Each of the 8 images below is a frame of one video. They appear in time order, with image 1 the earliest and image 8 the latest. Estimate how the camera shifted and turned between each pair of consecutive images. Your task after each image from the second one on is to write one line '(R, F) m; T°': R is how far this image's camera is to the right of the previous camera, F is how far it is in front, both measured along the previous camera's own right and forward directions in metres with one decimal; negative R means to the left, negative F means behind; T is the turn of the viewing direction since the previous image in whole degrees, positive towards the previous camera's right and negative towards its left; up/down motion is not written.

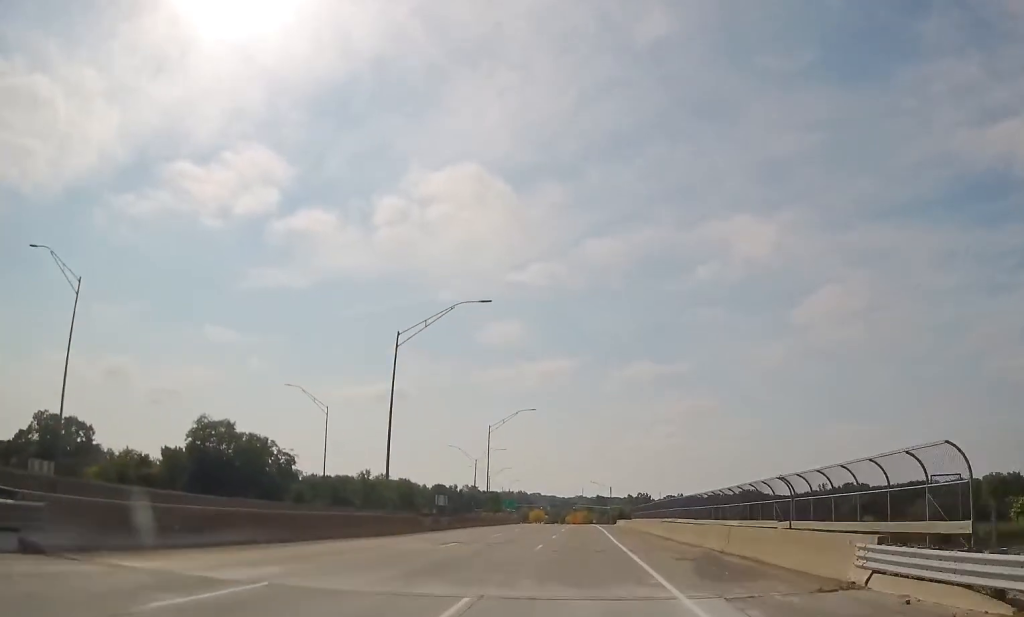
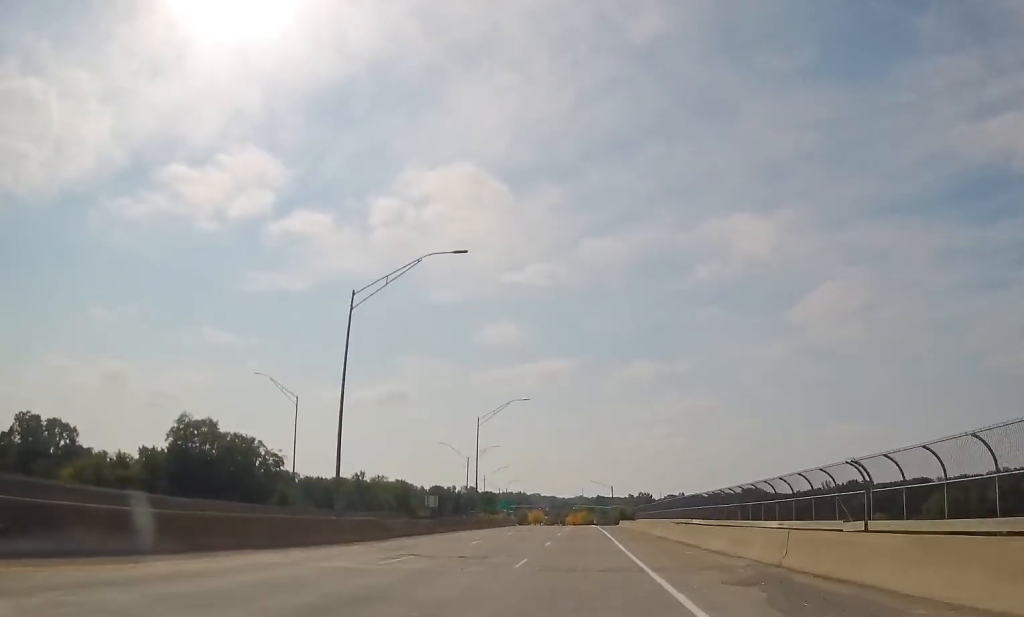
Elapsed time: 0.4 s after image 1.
(-0.1, +8.3) m; 0°
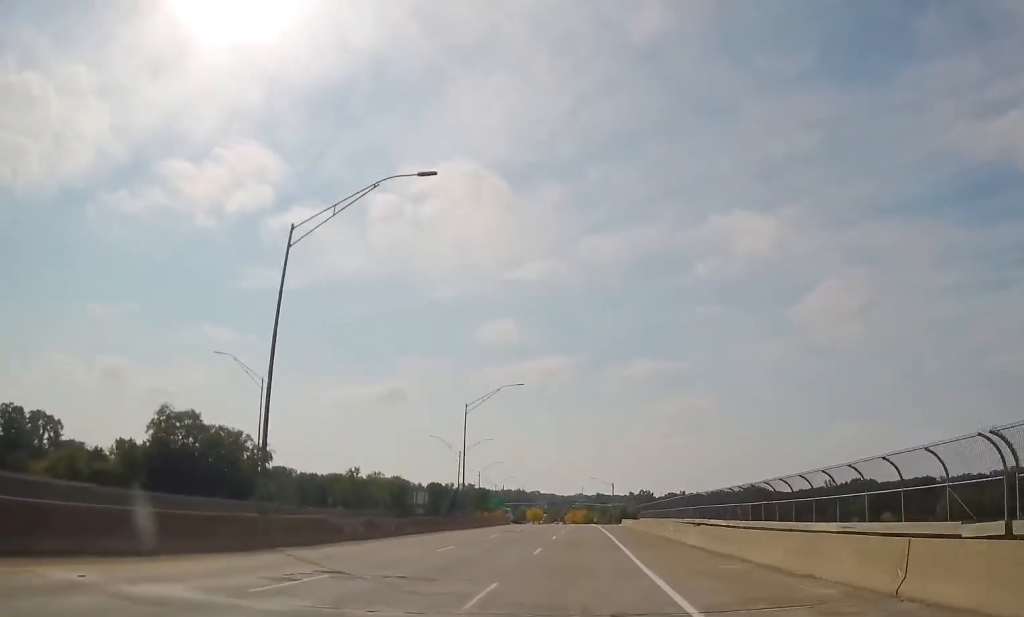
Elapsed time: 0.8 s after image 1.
(-0.1, +7.9) m; 0°
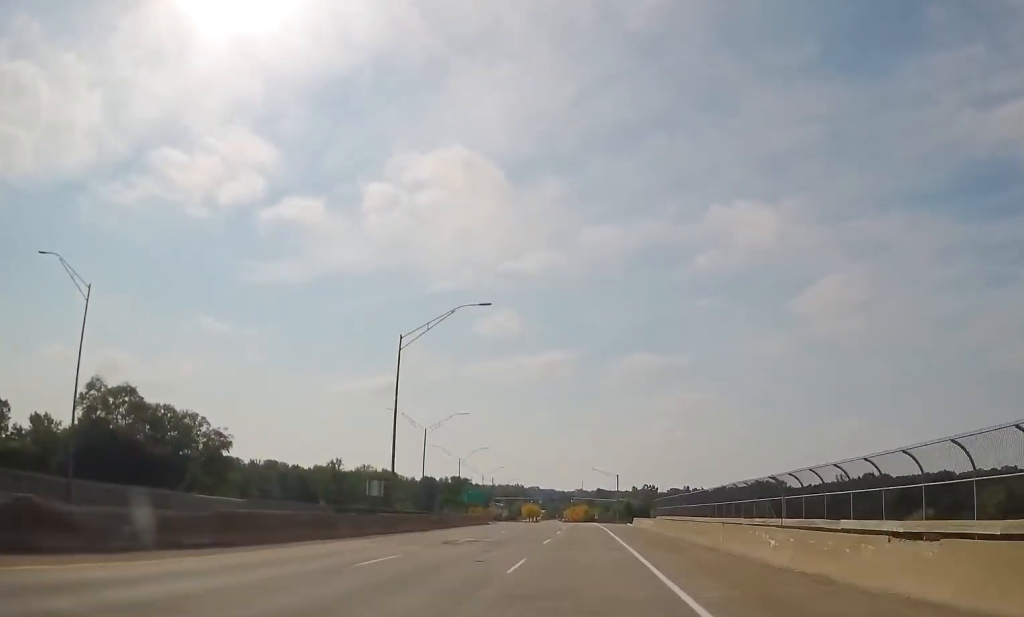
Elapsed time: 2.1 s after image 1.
(-0.1, +24.6) m; +1°
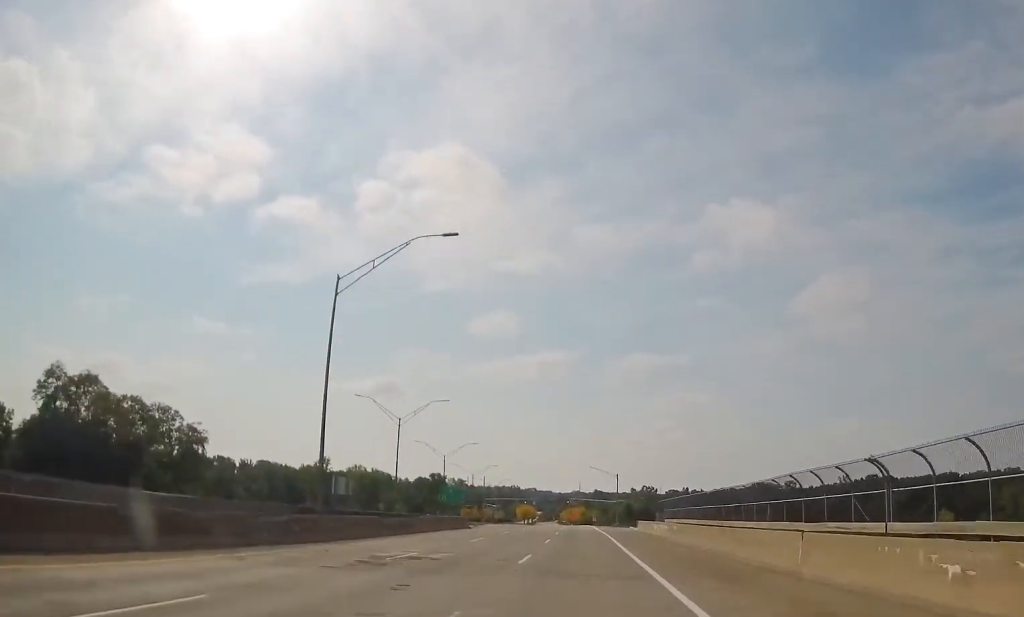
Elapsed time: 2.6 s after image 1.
(+0.2, +11.2) m; 0°
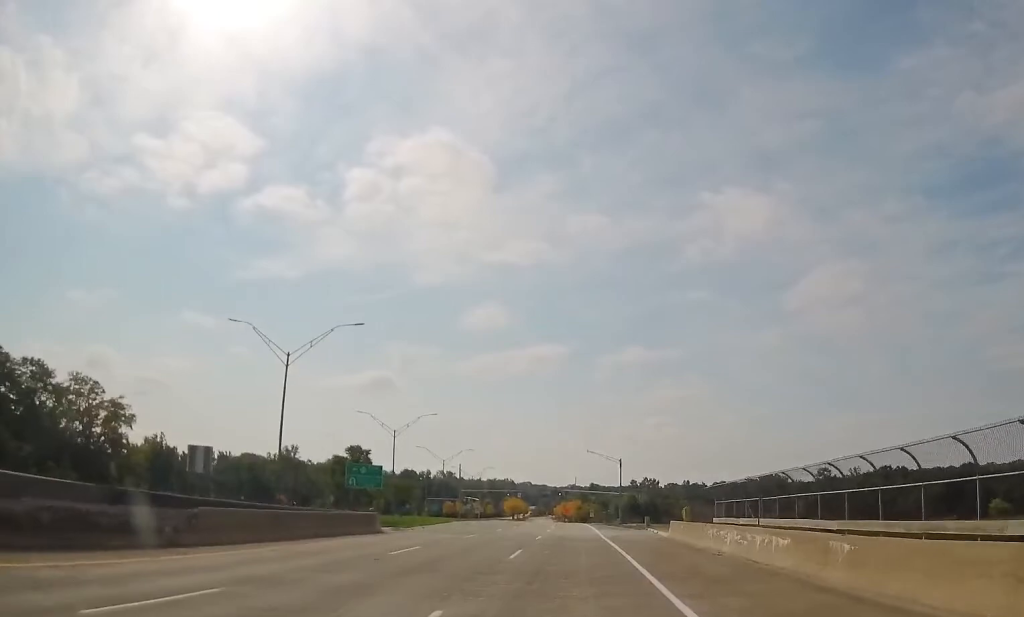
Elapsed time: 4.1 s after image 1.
(-0.3, +28.9) m; -1°
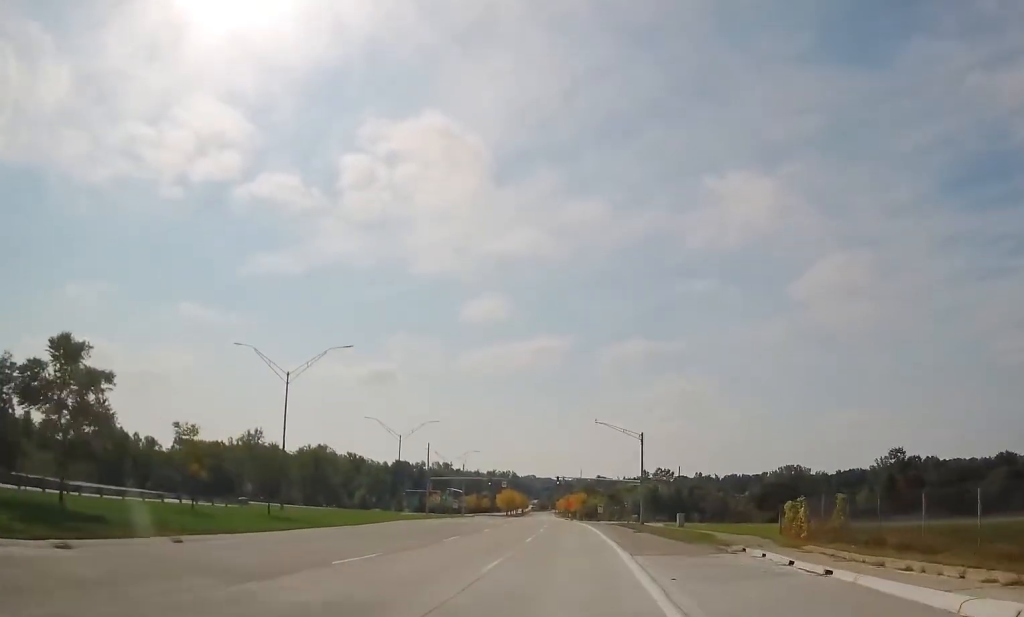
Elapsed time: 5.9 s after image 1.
(0.0, +34.3) m; 0°
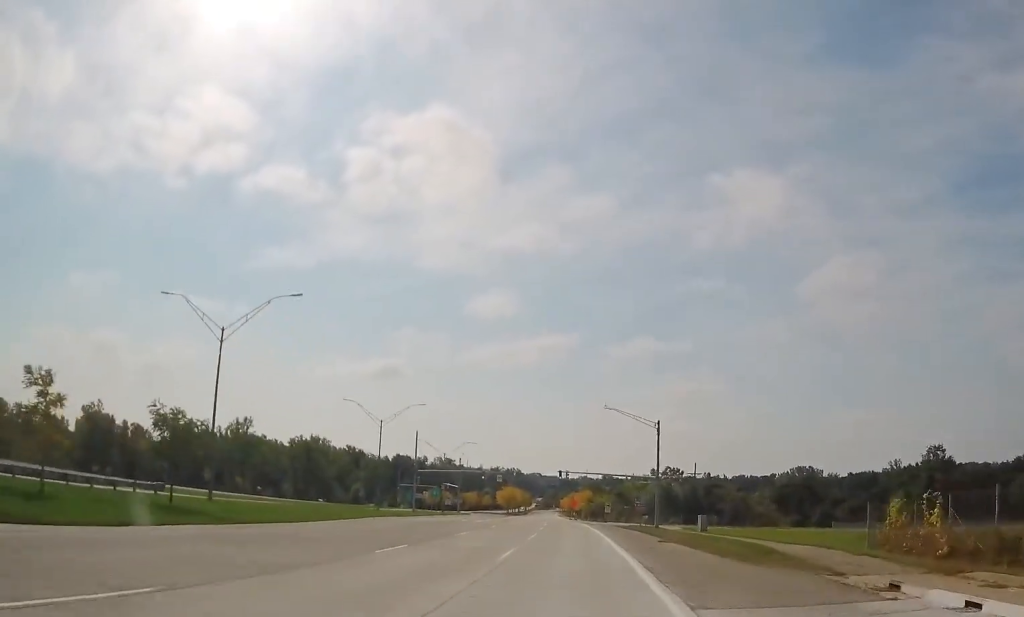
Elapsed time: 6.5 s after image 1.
(0.0, +12.1) m; 0°
